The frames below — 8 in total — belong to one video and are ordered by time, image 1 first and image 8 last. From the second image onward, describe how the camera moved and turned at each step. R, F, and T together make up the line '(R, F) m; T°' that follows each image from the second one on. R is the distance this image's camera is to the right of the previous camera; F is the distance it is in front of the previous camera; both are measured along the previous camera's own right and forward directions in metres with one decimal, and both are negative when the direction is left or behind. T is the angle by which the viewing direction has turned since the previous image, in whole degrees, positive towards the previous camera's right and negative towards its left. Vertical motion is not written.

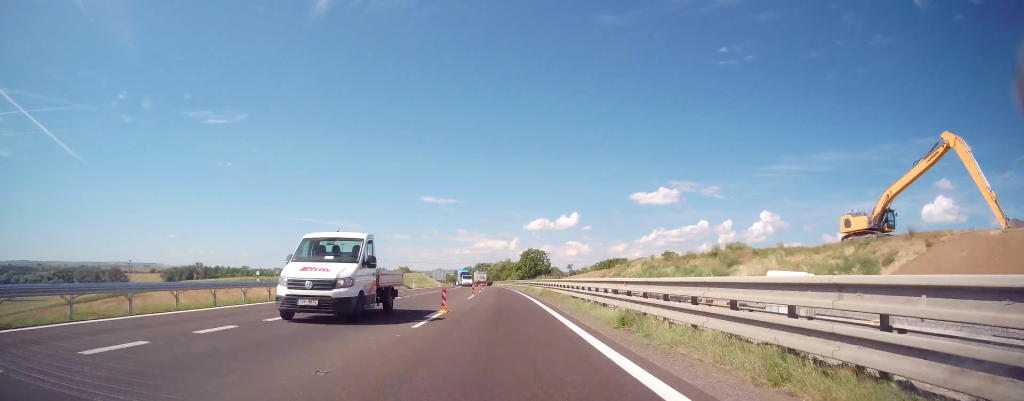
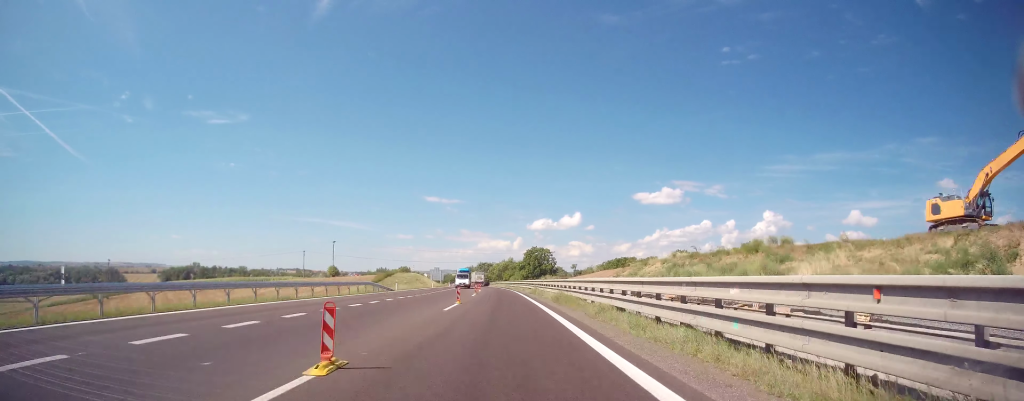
(0.0, +11.0) m; 0°
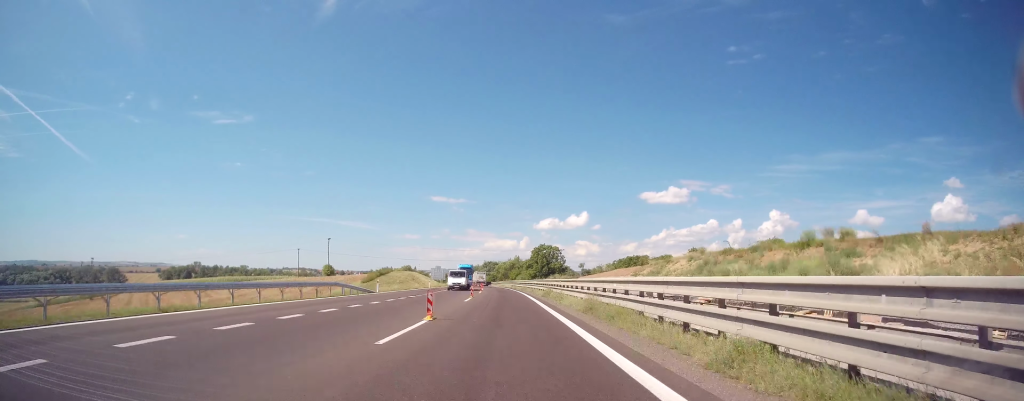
(-0.2, +10.2) m; -1°
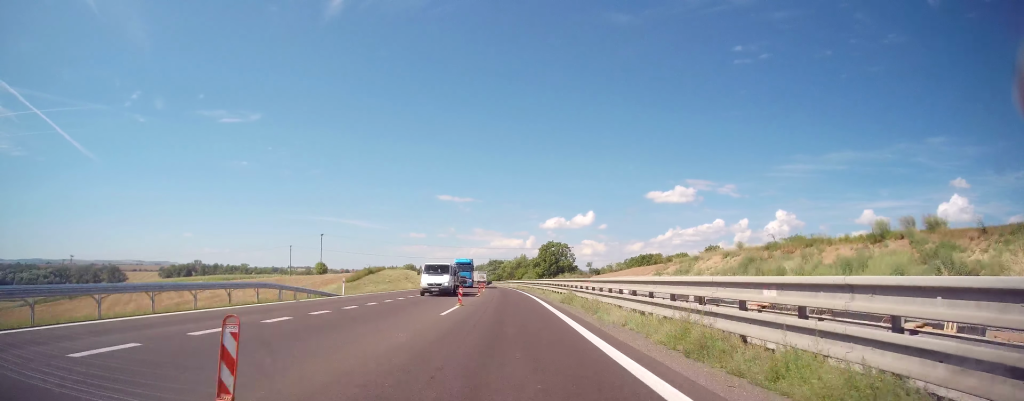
(-0.1, +10.2) m; -1°
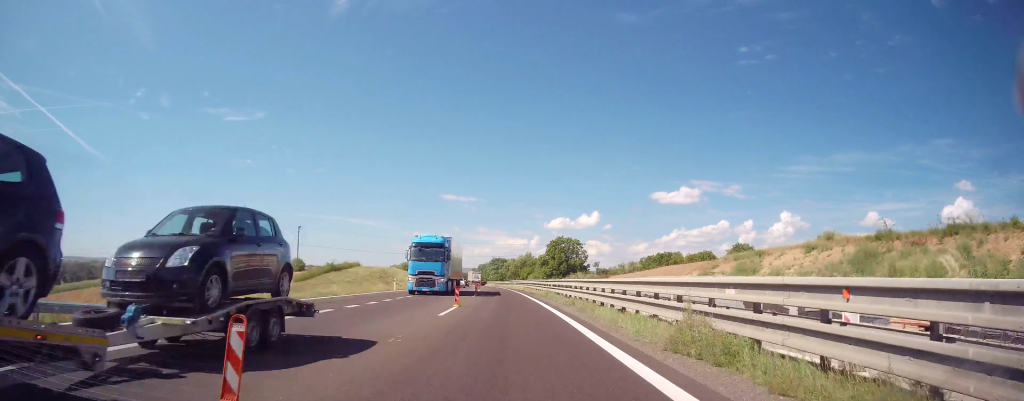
(0.0, +18.8) m; -1°
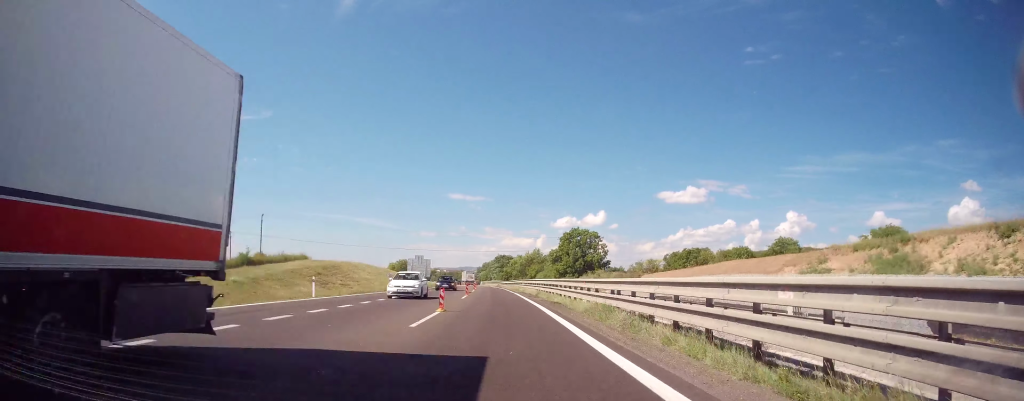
(-0.4, +22.3) m; 0°
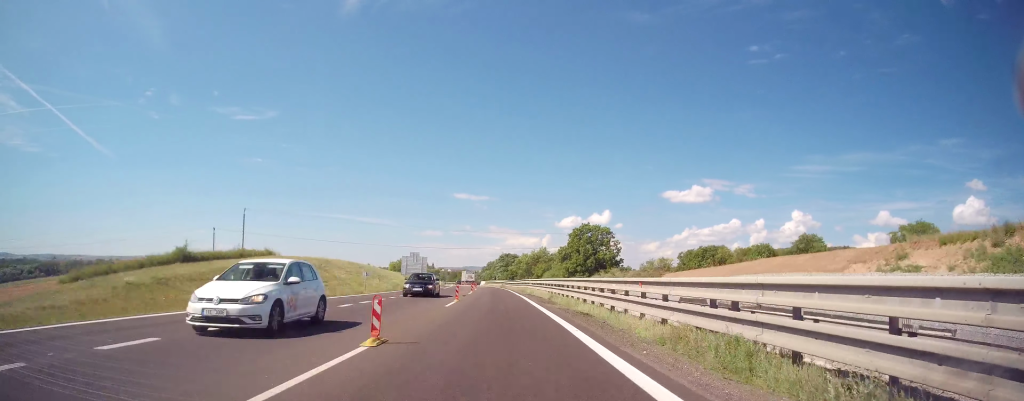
(+0.1, +9.4) m; 0°
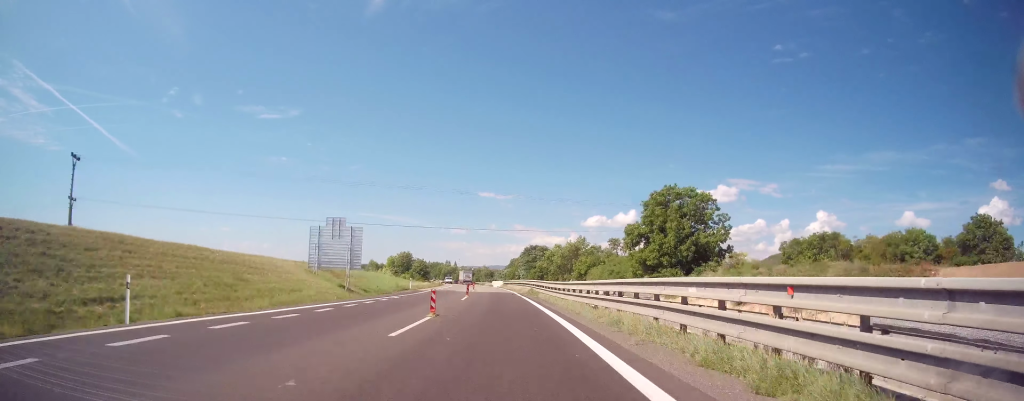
(-1.3, +47.3) m; -3°
